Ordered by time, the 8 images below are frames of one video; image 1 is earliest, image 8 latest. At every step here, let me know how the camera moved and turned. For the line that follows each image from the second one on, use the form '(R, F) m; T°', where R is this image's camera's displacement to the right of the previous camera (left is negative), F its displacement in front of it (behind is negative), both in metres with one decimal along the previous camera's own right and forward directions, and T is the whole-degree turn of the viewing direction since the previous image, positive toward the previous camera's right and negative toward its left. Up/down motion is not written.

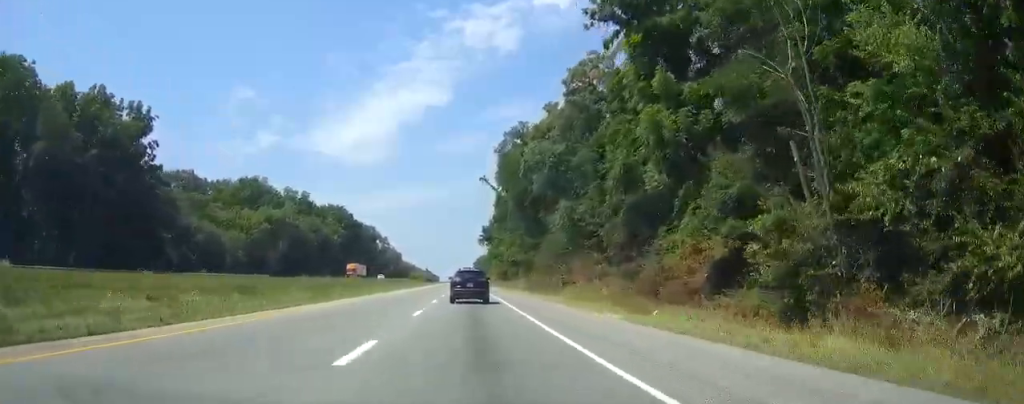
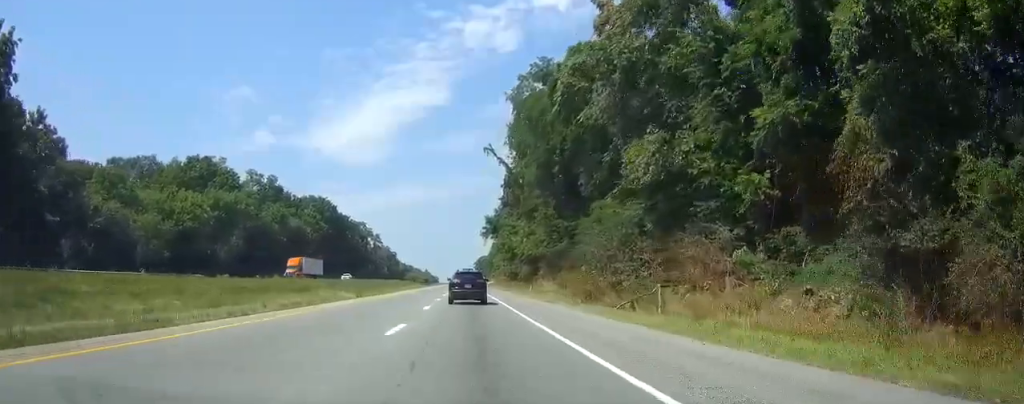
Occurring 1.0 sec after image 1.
(0.0, +31.1) m; 0°
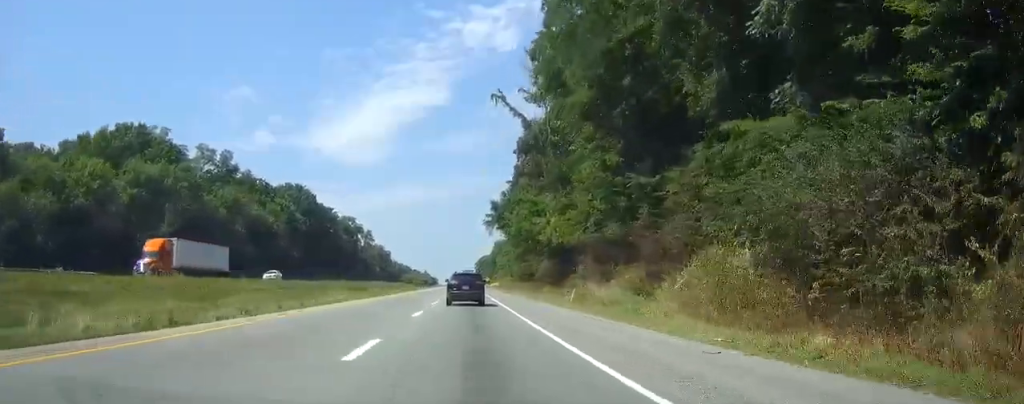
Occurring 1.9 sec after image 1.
(0.0, +29.0) m; 0°
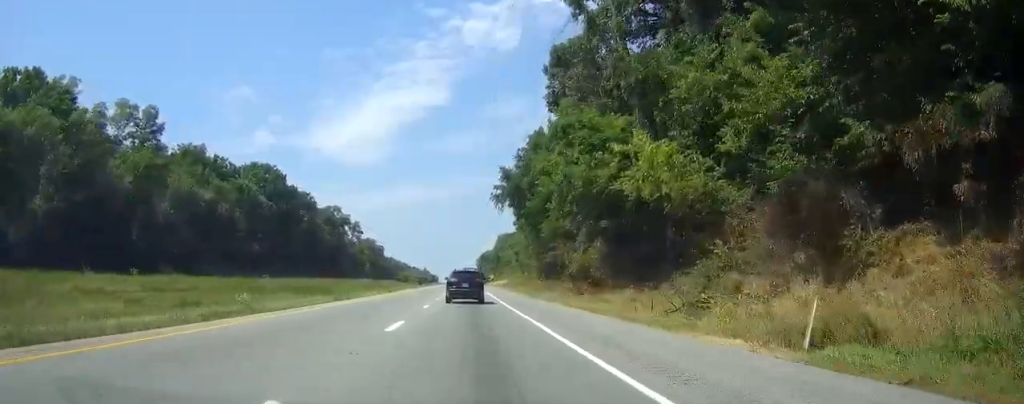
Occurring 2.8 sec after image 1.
(0.0, +31.2) m; 0°
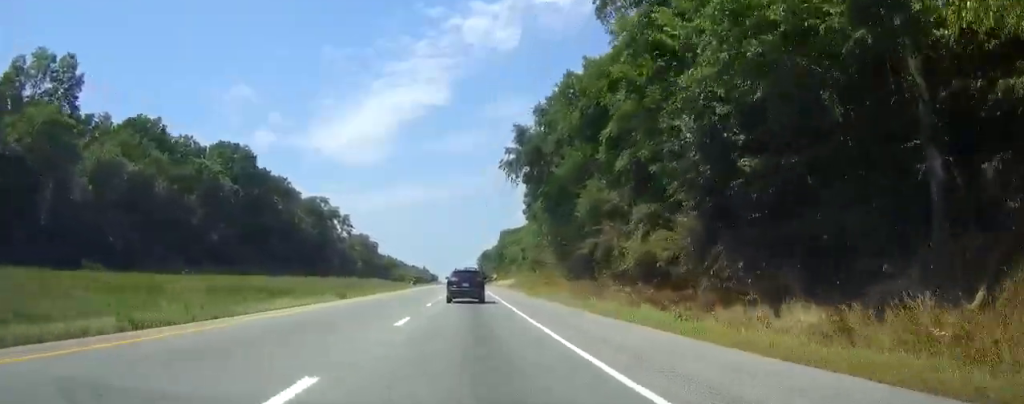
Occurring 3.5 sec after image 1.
(-0.1, +22.7) m; 0°
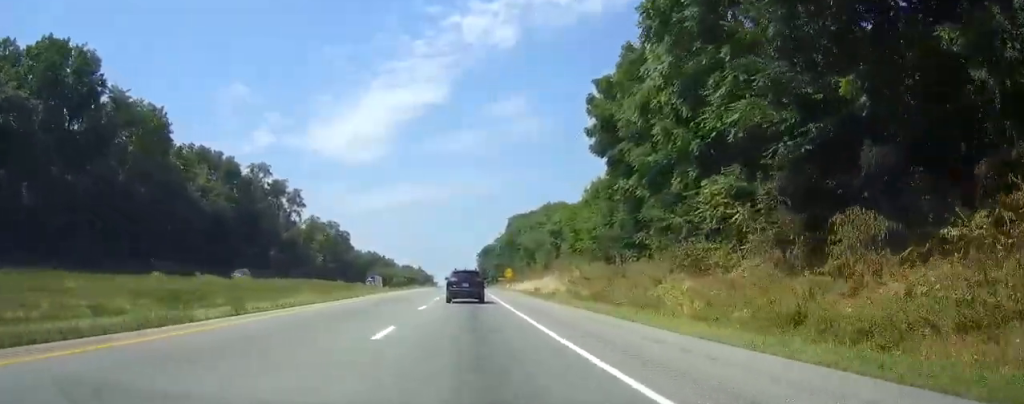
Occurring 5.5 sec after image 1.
(+0.2, +64.8) m; 0°
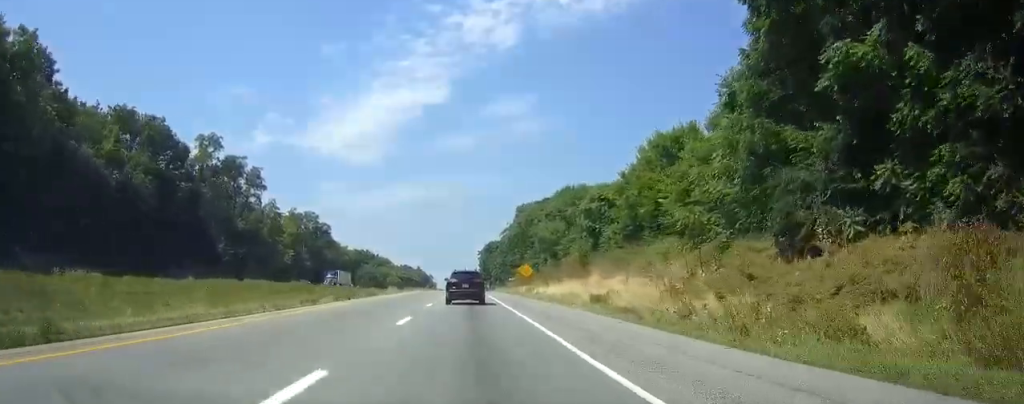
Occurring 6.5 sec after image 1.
(0.0, +32.4) m; 0°
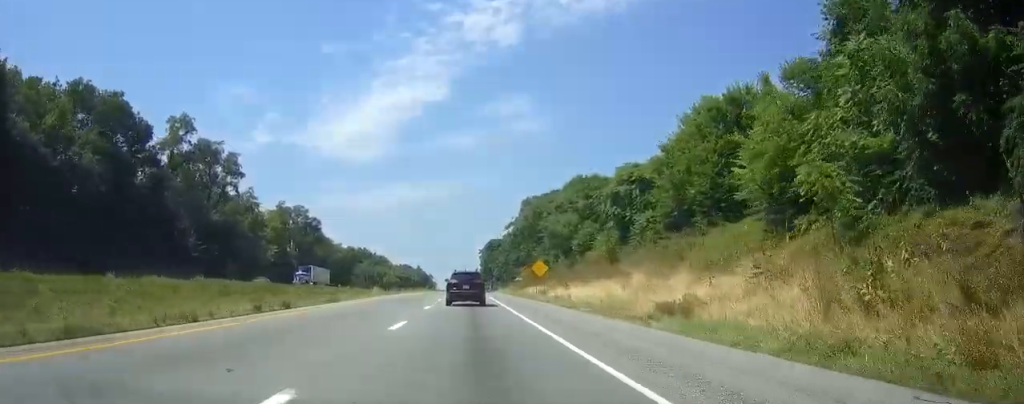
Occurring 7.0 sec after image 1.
(0.0, +14.0) m; 0°
